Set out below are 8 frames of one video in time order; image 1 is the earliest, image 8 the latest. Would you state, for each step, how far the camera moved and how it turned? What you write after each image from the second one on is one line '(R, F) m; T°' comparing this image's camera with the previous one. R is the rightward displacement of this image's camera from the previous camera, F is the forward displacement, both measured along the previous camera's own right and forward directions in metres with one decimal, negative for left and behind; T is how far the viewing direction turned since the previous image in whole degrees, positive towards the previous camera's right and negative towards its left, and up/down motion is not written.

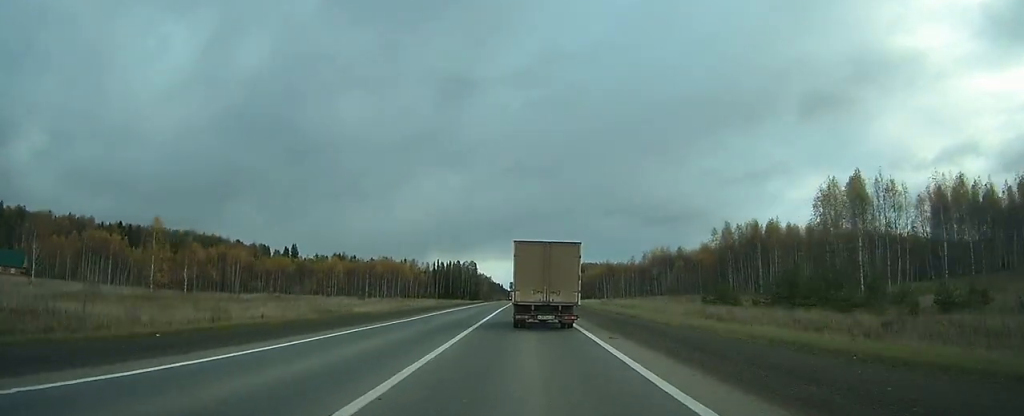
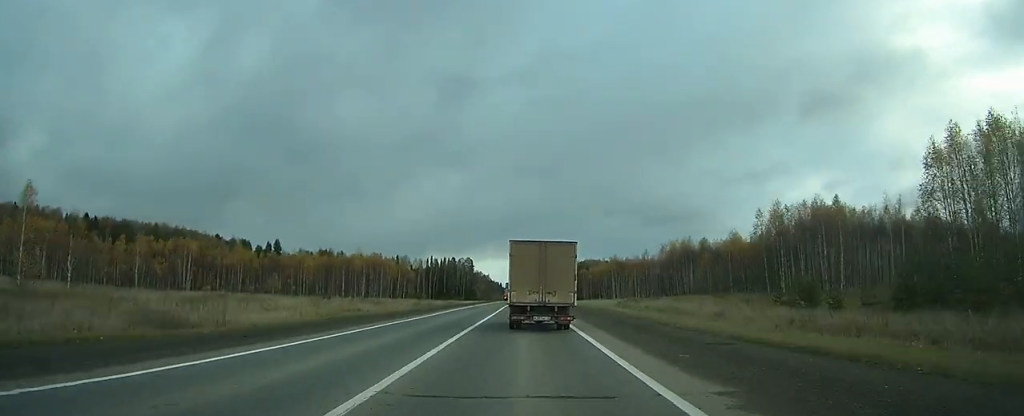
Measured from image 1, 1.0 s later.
(0.0, +23.2) m; 0°
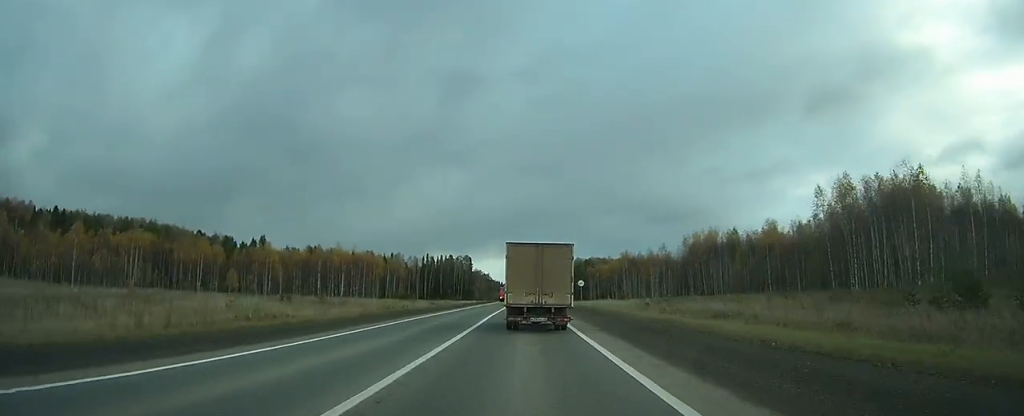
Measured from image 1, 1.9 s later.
(+0.1, +20.1) m; 0°
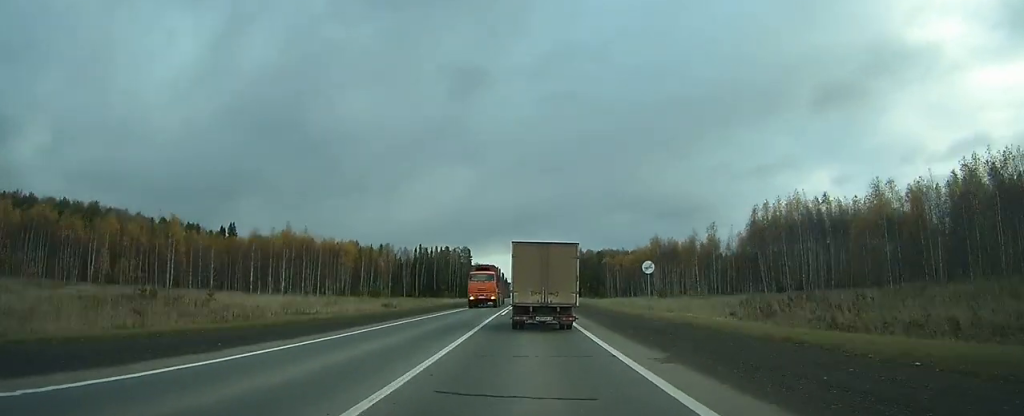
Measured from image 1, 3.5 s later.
(0.0, +37.2) m; 0°
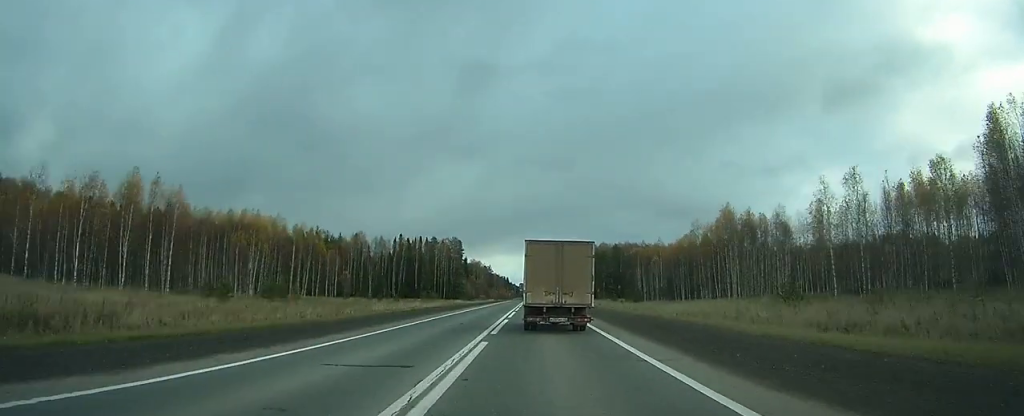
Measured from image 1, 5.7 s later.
(-0.1, +51.5) m; 0°
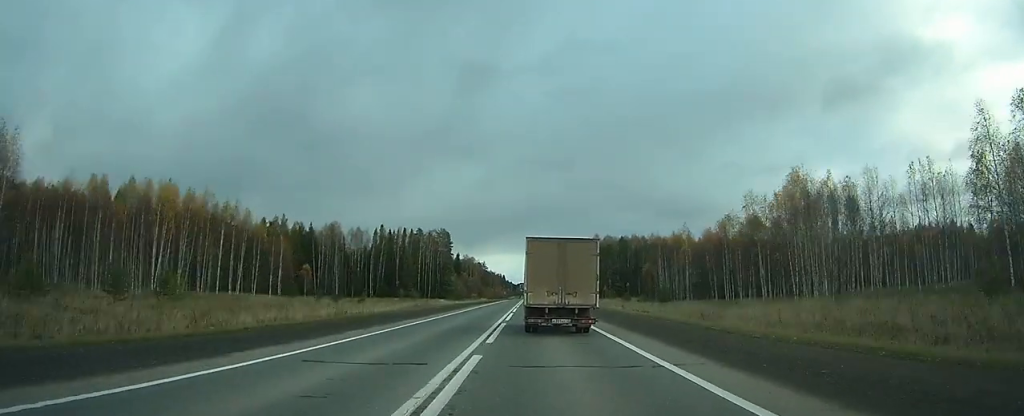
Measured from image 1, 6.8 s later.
(0.0, +26.7) m; 0°
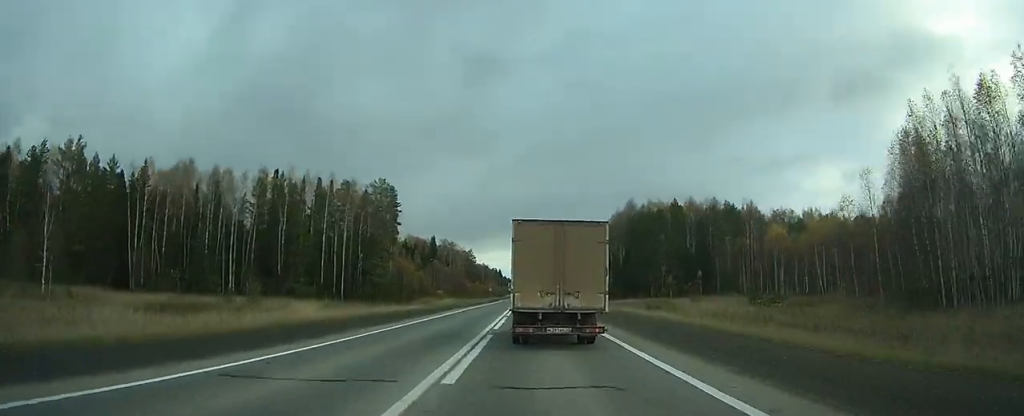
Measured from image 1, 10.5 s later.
(0.0, +89.1) m; 0°
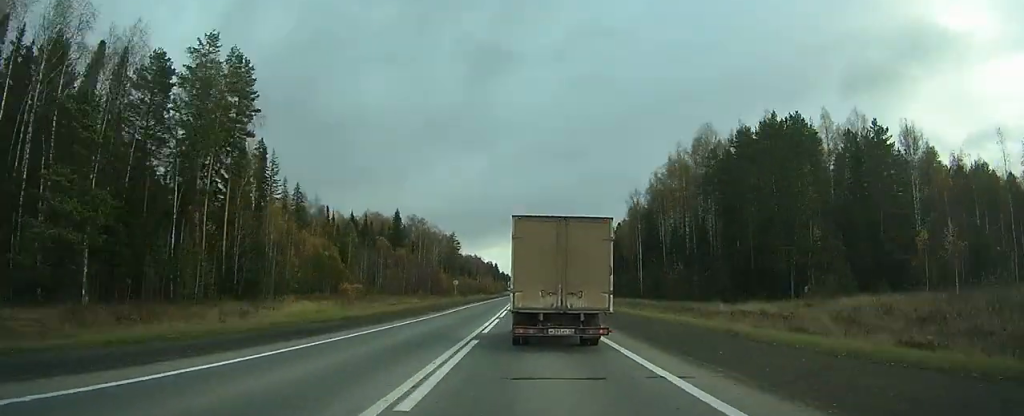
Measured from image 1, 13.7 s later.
(0.0, +74.2) m; 0°
